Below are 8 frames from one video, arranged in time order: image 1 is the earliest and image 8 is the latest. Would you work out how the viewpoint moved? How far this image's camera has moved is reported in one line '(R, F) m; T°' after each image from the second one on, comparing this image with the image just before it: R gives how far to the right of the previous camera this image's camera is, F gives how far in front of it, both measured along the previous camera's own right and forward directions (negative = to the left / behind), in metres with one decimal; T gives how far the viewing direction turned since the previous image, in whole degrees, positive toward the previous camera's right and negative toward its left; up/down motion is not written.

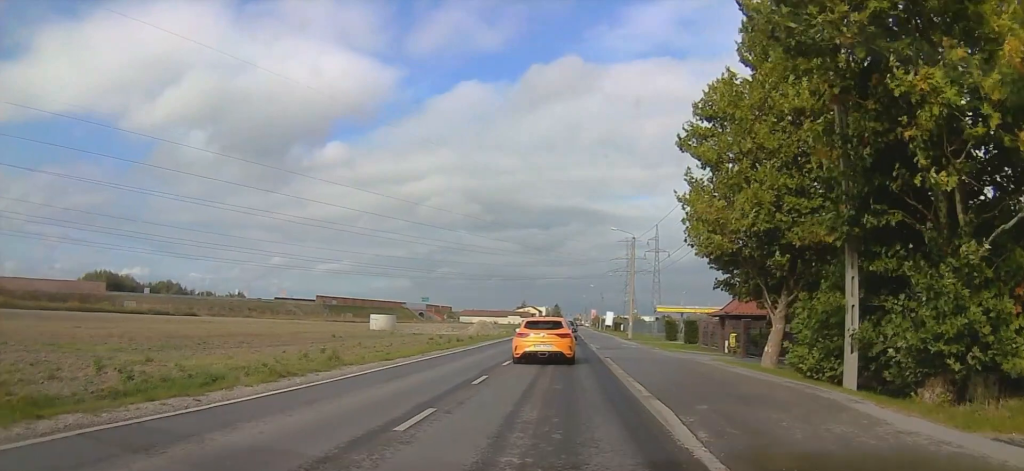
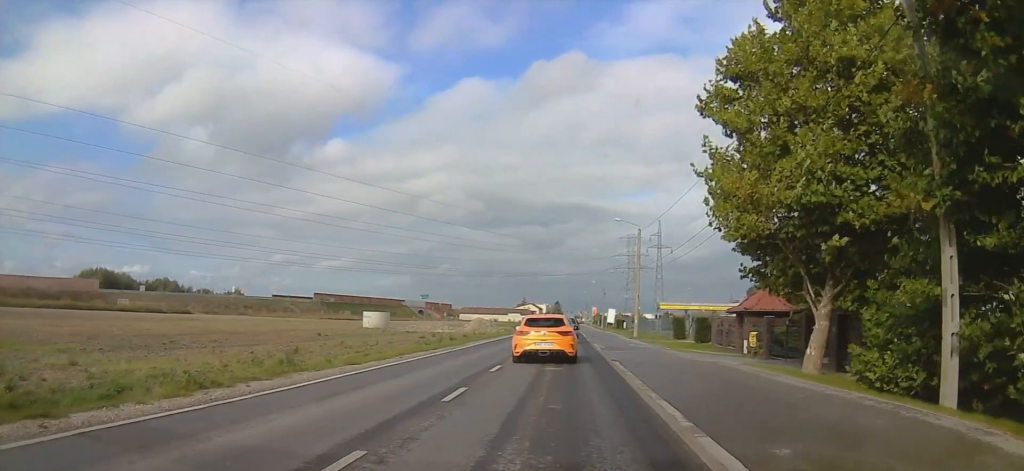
(0.0, +3.5) m; 0°
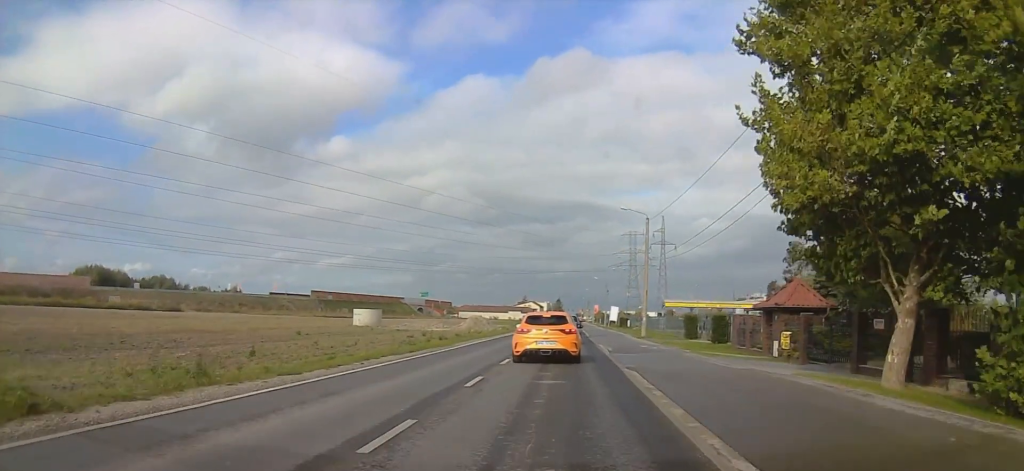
(0.0, +4.5) m; 0°
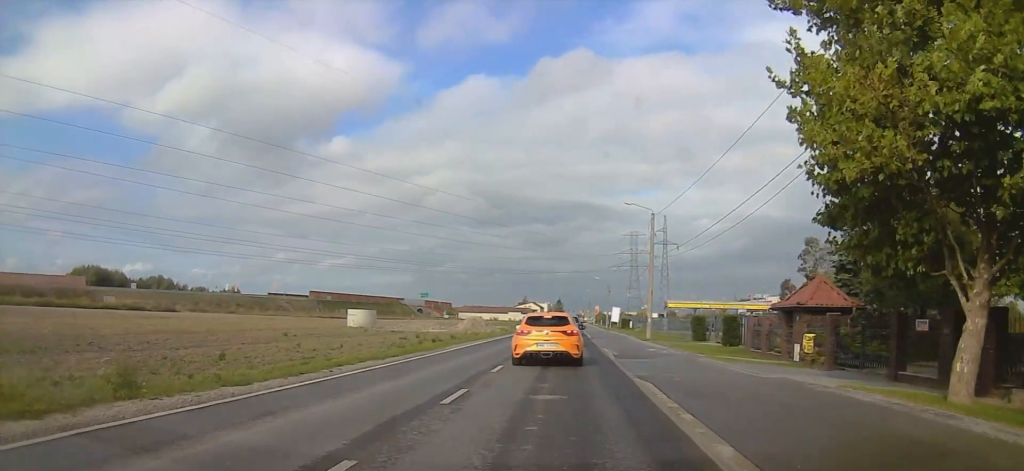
(0.0, +2.6) m; 0°
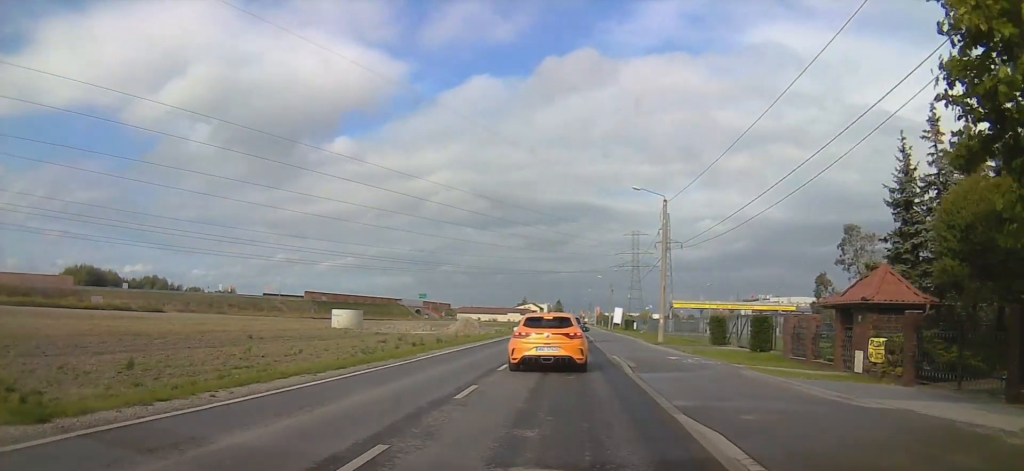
(0.0, +6.2) m; 0°
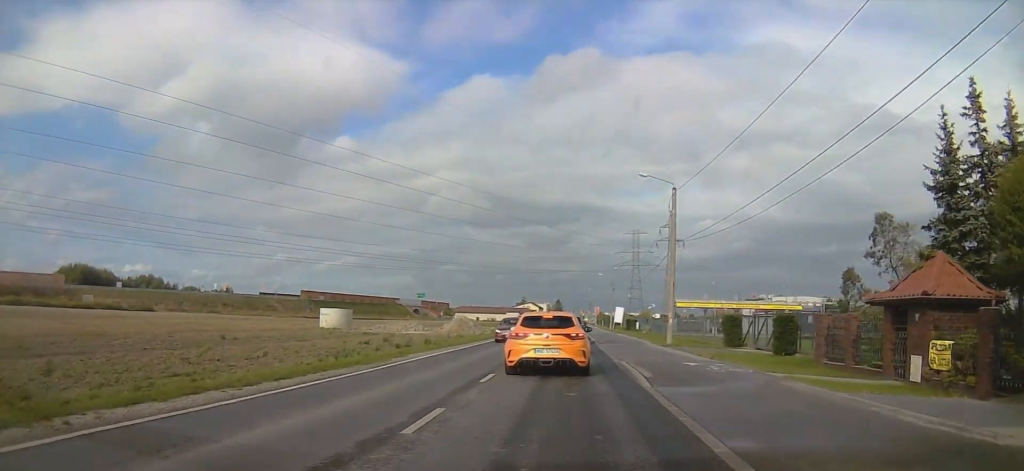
(0.0, +3.8) m; 0°
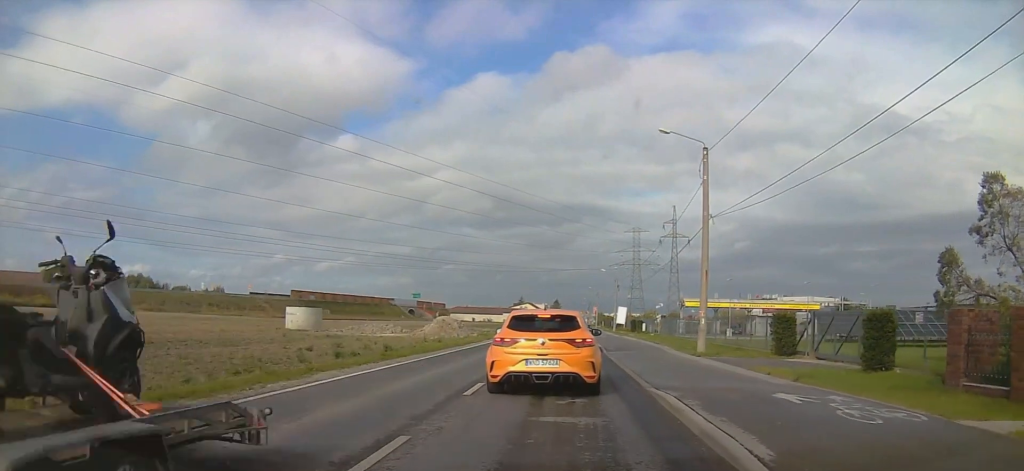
(+0.1, +8.8) m; +1°
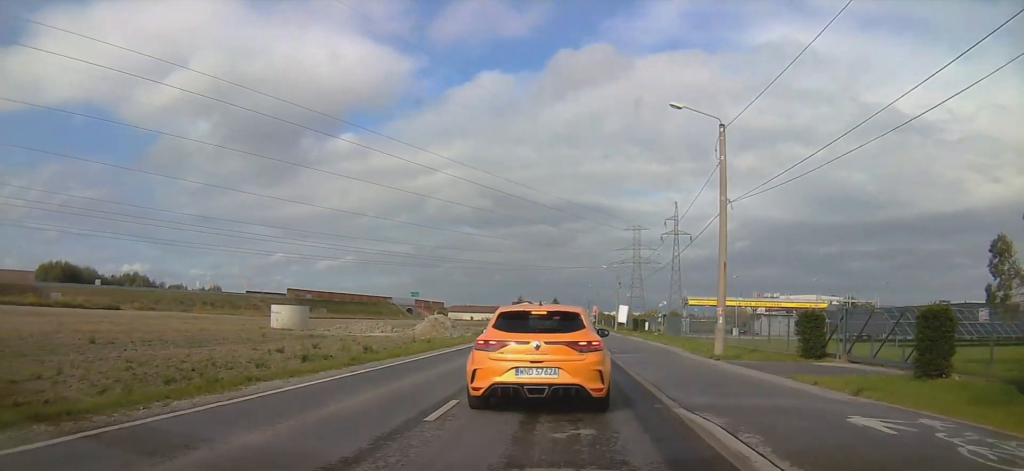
(0.0, +3.2) m; -1°
